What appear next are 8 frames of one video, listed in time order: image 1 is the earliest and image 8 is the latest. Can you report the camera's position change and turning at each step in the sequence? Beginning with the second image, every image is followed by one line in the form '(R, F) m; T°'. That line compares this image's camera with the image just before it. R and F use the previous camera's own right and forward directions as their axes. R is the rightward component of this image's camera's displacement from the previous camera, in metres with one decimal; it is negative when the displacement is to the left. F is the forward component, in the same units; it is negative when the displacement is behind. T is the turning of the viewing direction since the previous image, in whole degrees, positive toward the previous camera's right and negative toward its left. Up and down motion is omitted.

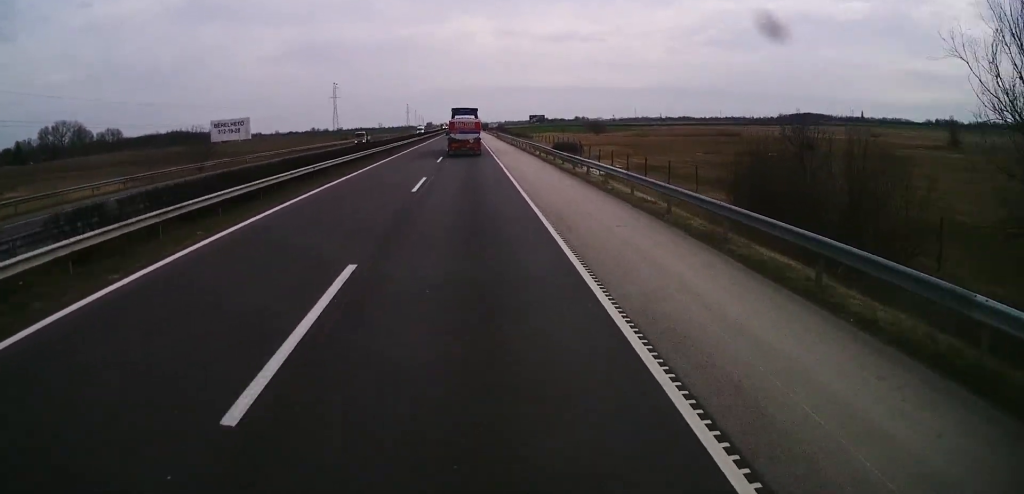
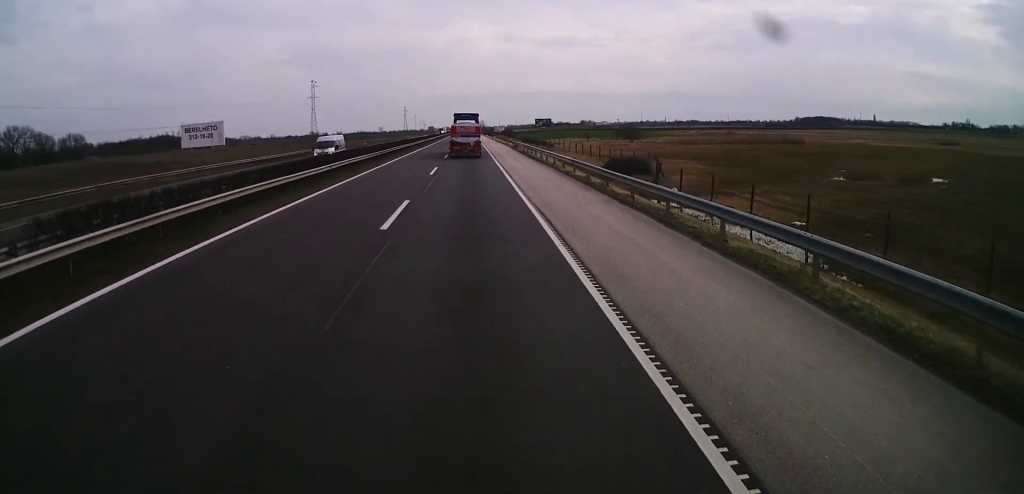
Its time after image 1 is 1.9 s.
(-0.4, +44.0) m; -1°
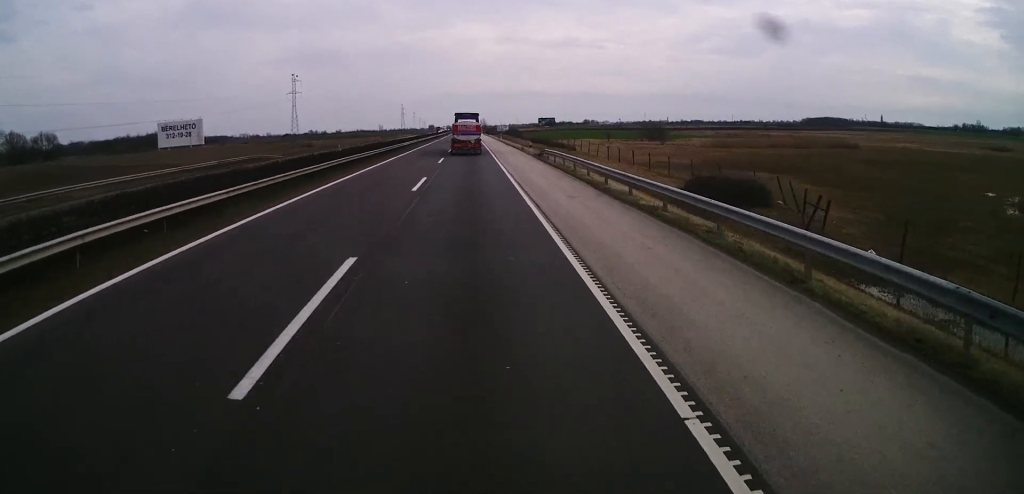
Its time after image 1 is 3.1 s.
(0.0, +27.8) m; +1°
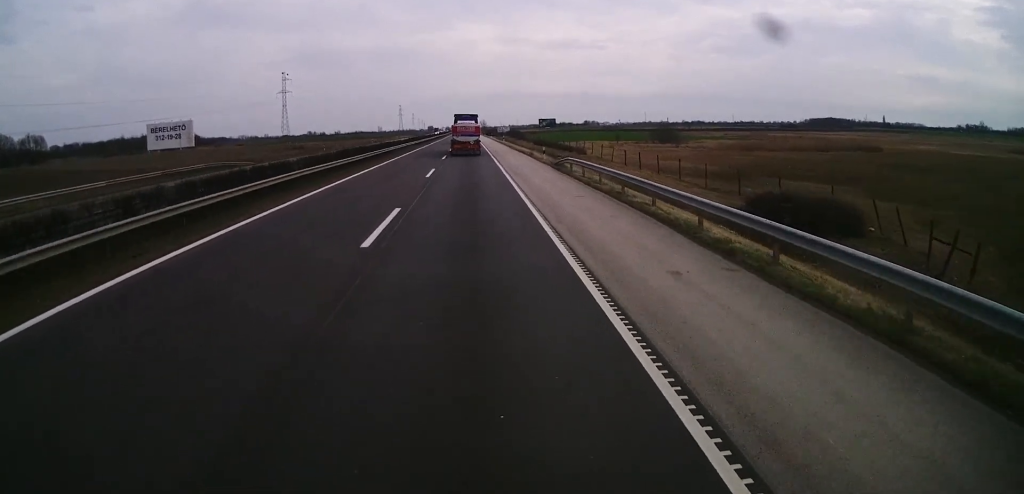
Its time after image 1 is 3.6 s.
(+0.1, +10.8) m; 0°
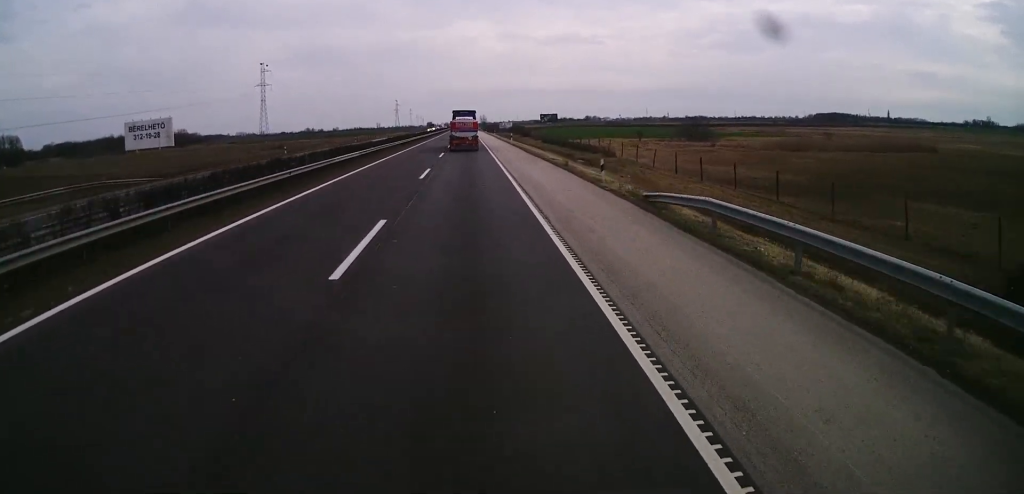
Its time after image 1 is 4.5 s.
(+0.1, +20.9) m; 0°
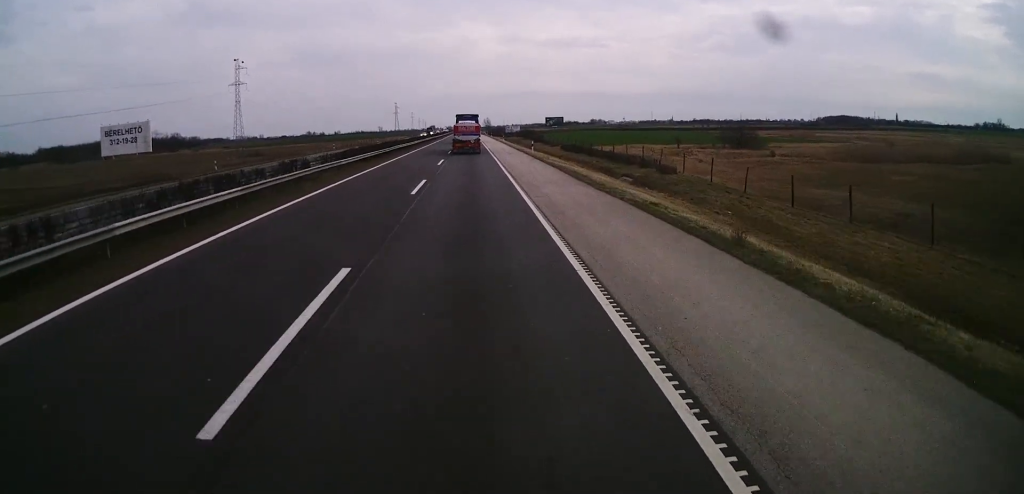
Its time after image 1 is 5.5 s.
(-0.2, +23.1) m; -1°
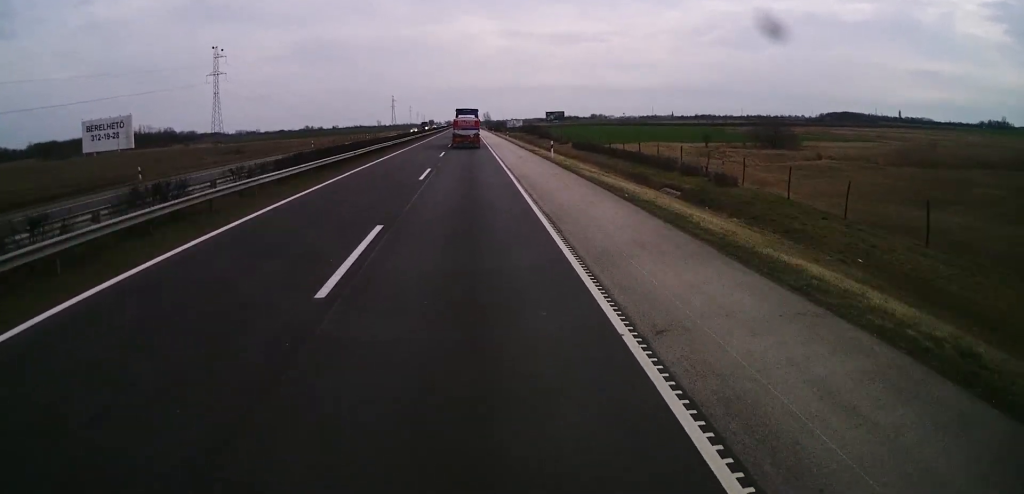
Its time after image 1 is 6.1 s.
(0.0, +13.9) m; 0°
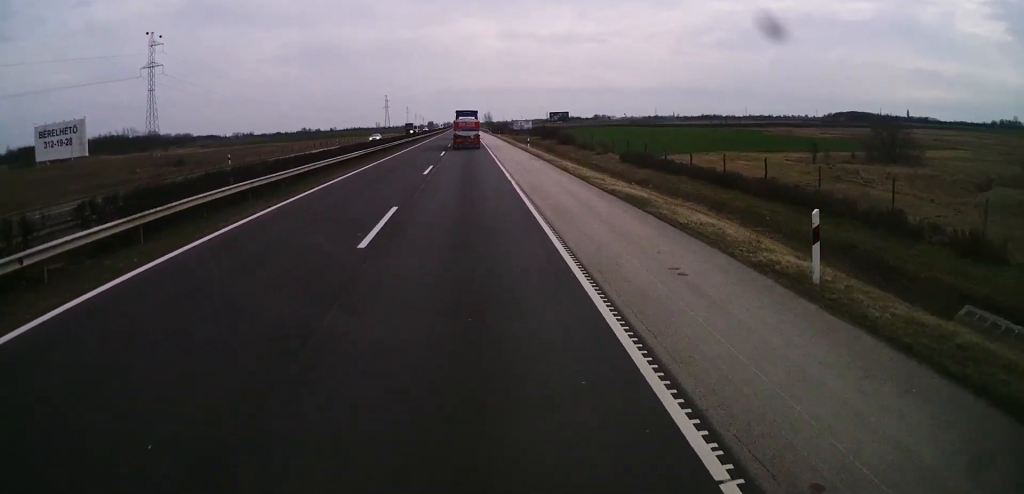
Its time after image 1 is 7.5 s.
(0.0, +32.4) m; 0°
